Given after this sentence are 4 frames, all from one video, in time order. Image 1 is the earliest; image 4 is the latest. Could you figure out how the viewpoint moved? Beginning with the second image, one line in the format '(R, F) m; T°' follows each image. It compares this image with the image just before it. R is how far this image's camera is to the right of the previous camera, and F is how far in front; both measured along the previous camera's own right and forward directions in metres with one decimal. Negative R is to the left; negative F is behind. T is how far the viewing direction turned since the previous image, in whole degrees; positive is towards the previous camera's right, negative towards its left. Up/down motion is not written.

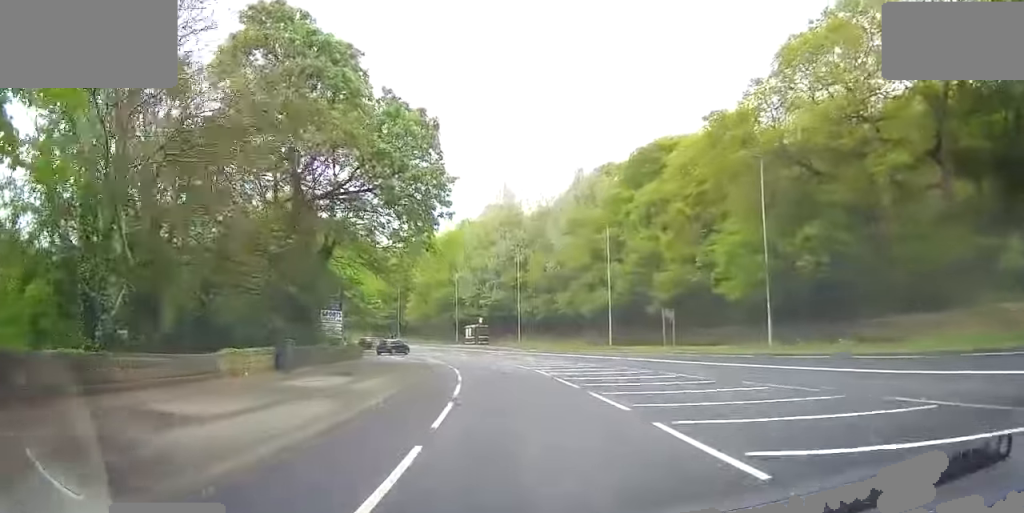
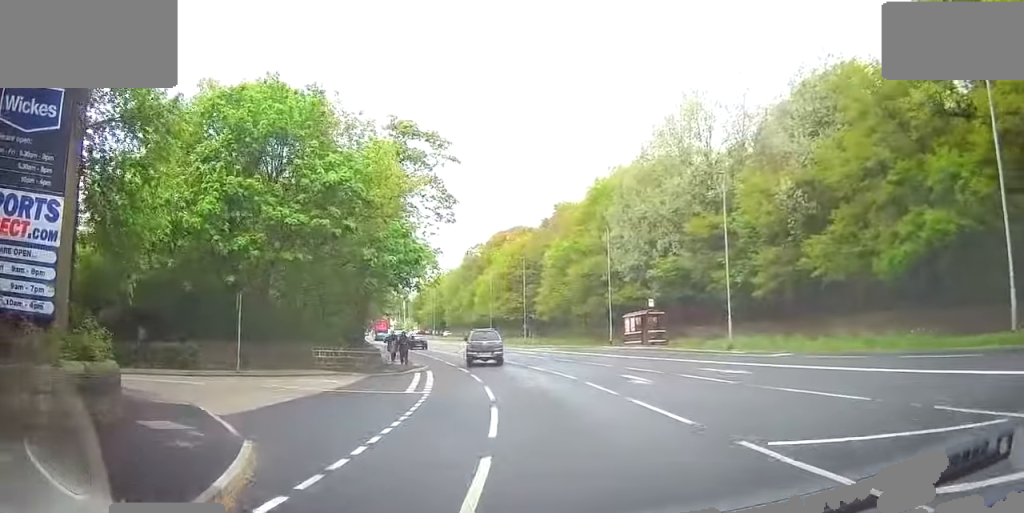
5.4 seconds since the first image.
(+2.0, +35.3) m; +4°
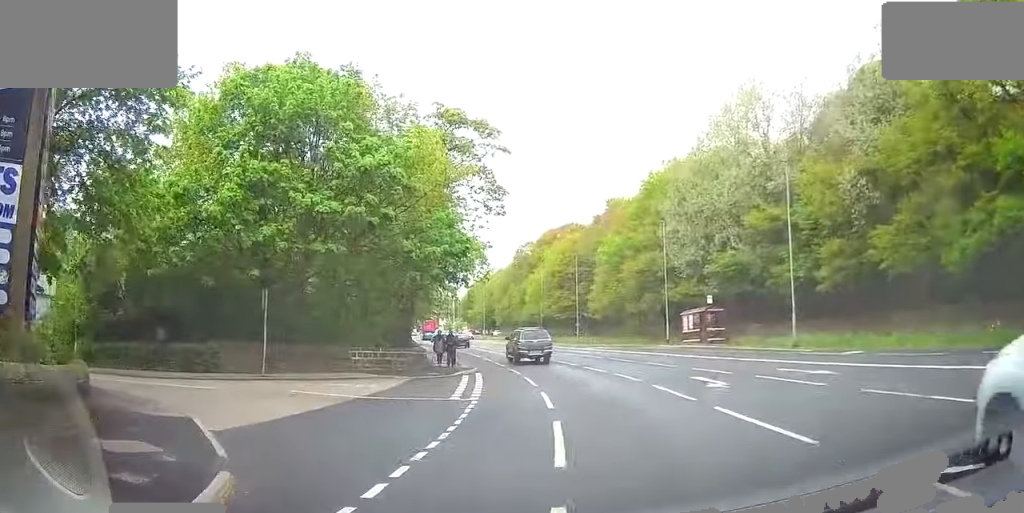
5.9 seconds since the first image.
(0.0, +2.1) m; -3°
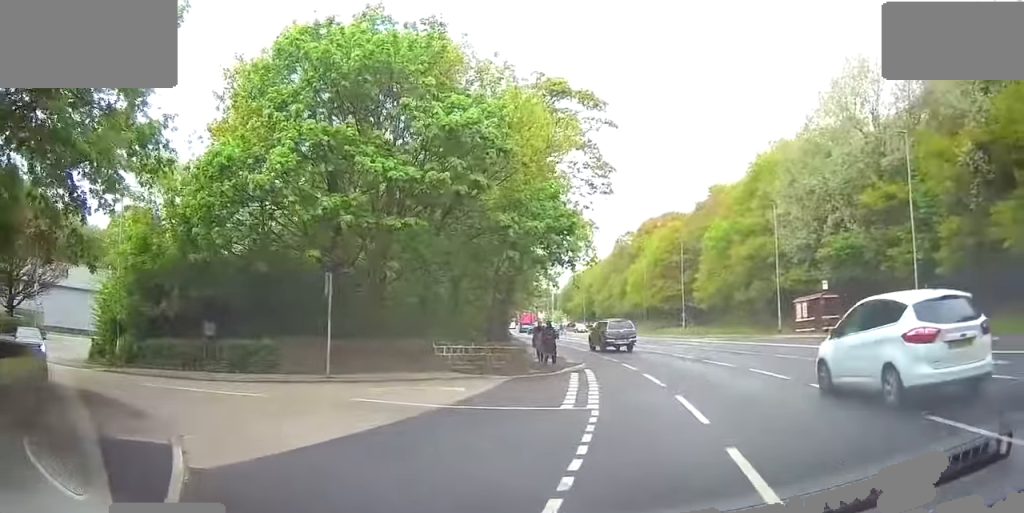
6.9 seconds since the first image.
(0.0, +3.3) m; -16°
